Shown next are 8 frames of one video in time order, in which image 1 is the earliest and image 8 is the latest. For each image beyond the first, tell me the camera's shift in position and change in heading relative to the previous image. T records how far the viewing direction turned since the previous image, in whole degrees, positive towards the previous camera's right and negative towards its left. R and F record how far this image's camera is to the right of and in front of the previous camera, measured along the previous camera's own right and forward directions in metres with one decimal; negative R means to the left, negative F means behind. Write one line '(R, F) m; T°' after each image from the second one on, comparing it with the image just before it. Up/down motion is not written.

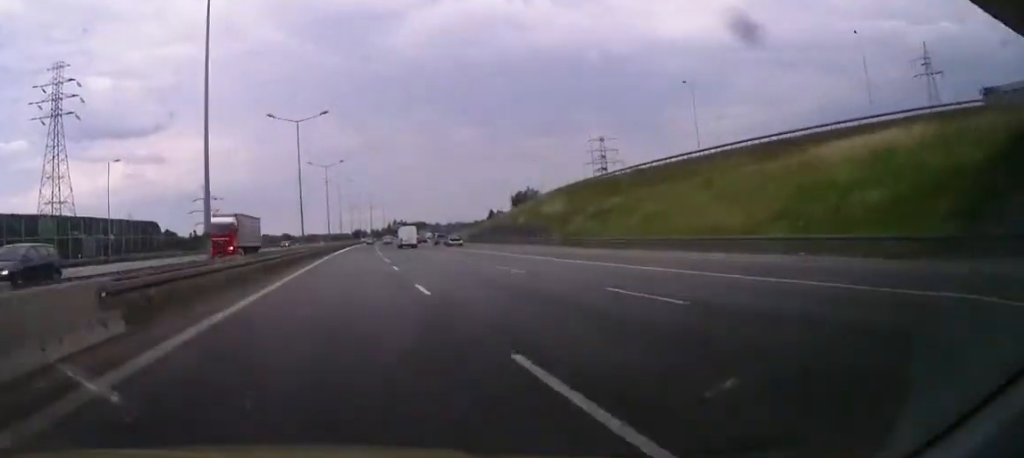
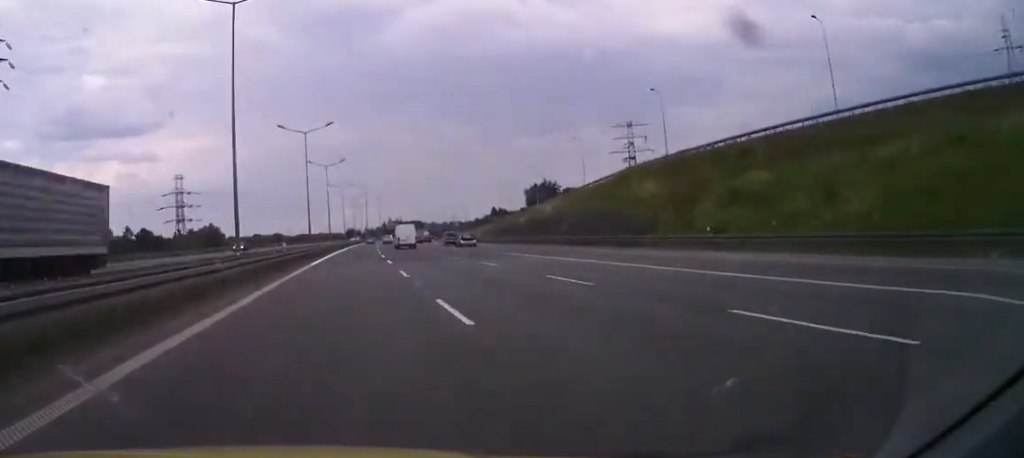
(0.0, +29.1) m; +1°
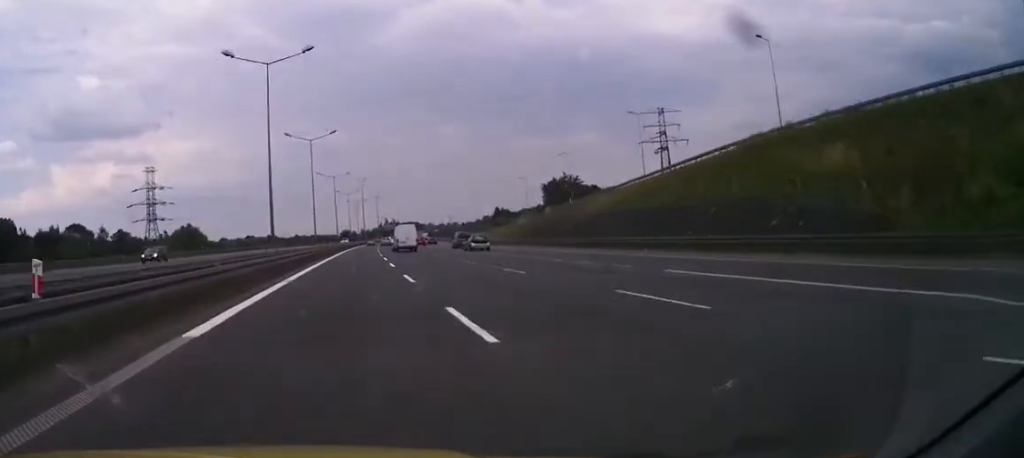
(+0.2, +25.2) m; +1°
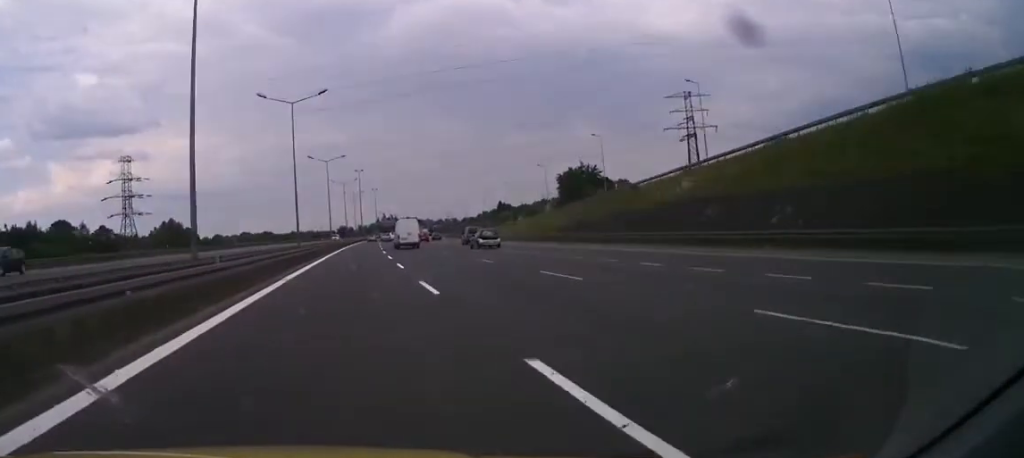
(+0.1, +17.3) m; 0°
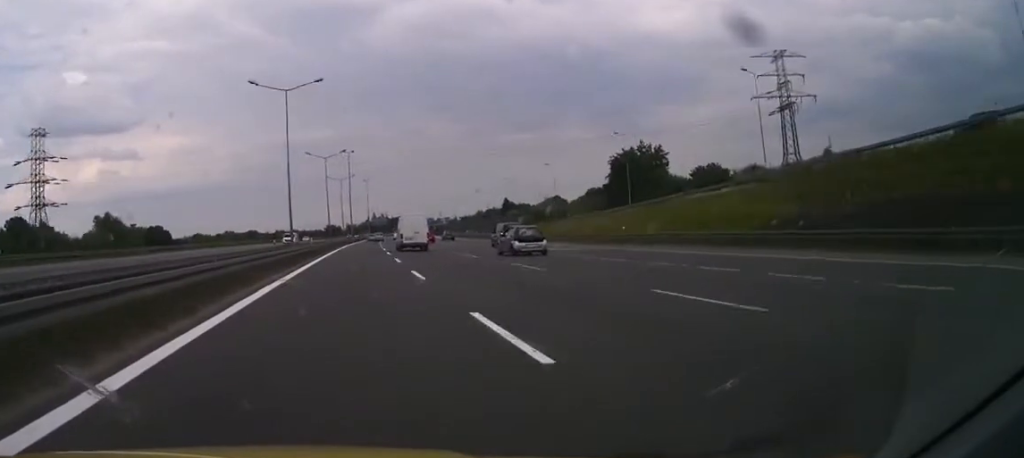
(+0.1, +43.8) m; 0°
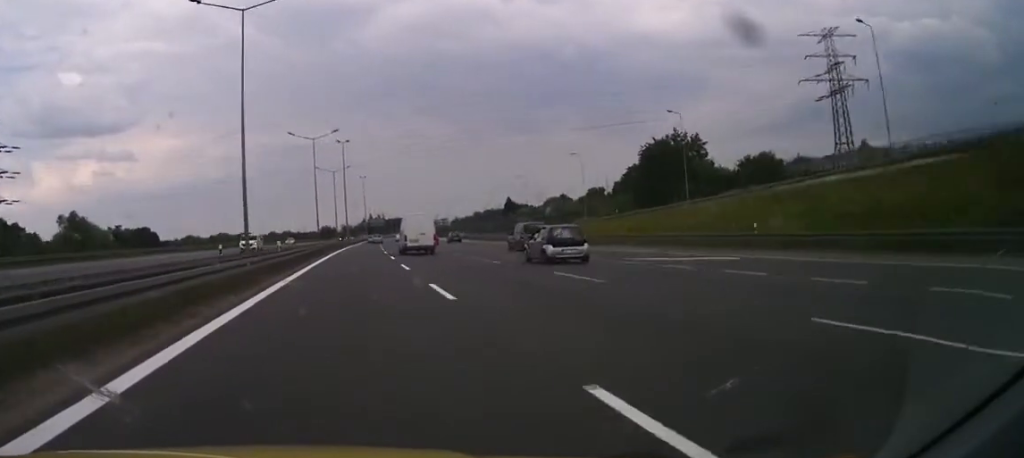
(0.0, +17.3) m; 0°
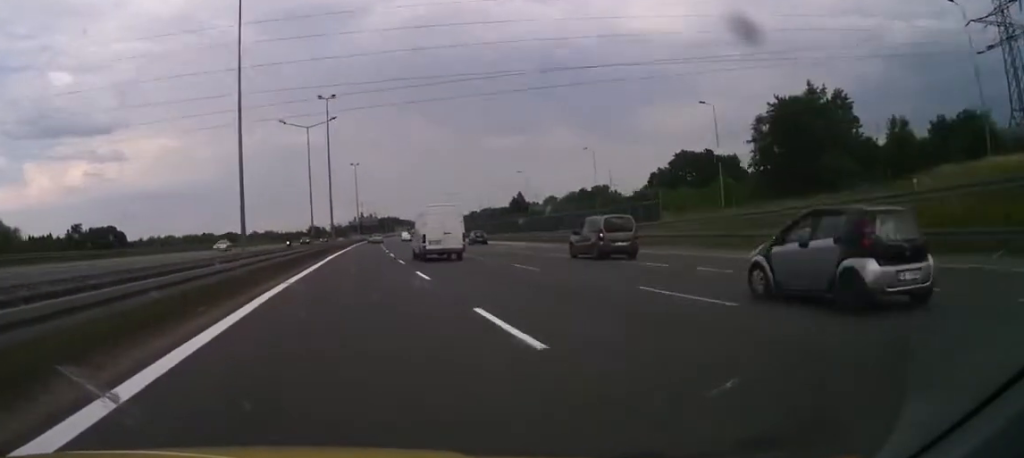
(0.0, +42.4) m; +1°
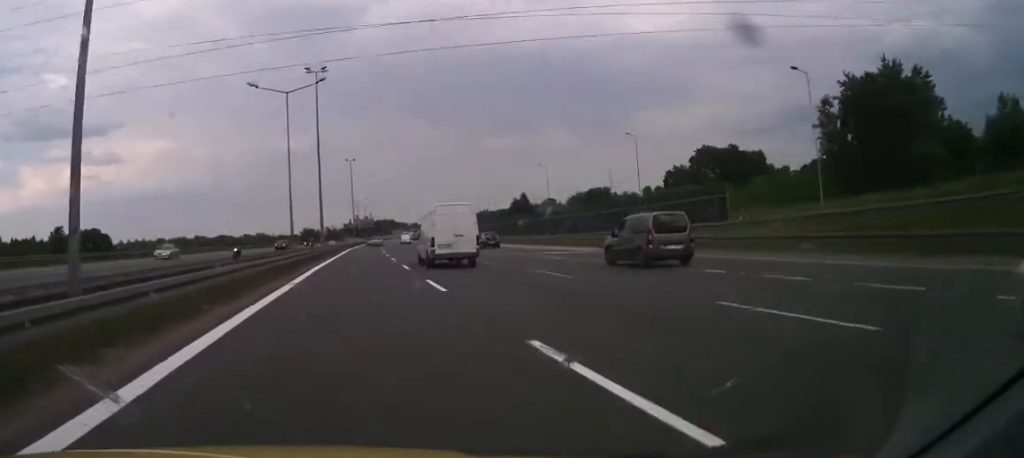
(-0.3, +15.9) m; +1°
